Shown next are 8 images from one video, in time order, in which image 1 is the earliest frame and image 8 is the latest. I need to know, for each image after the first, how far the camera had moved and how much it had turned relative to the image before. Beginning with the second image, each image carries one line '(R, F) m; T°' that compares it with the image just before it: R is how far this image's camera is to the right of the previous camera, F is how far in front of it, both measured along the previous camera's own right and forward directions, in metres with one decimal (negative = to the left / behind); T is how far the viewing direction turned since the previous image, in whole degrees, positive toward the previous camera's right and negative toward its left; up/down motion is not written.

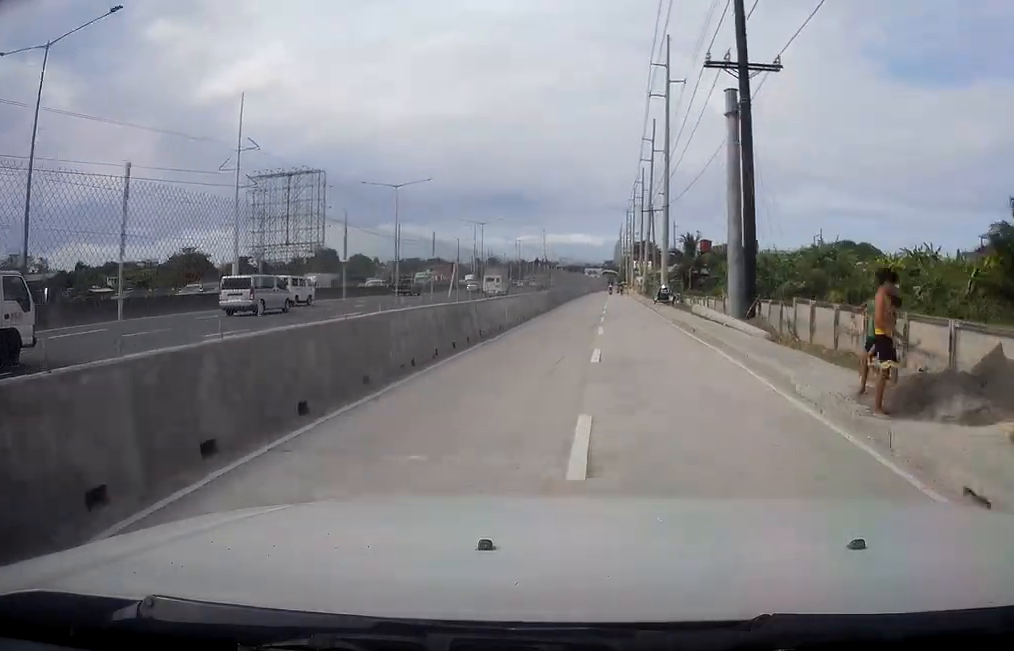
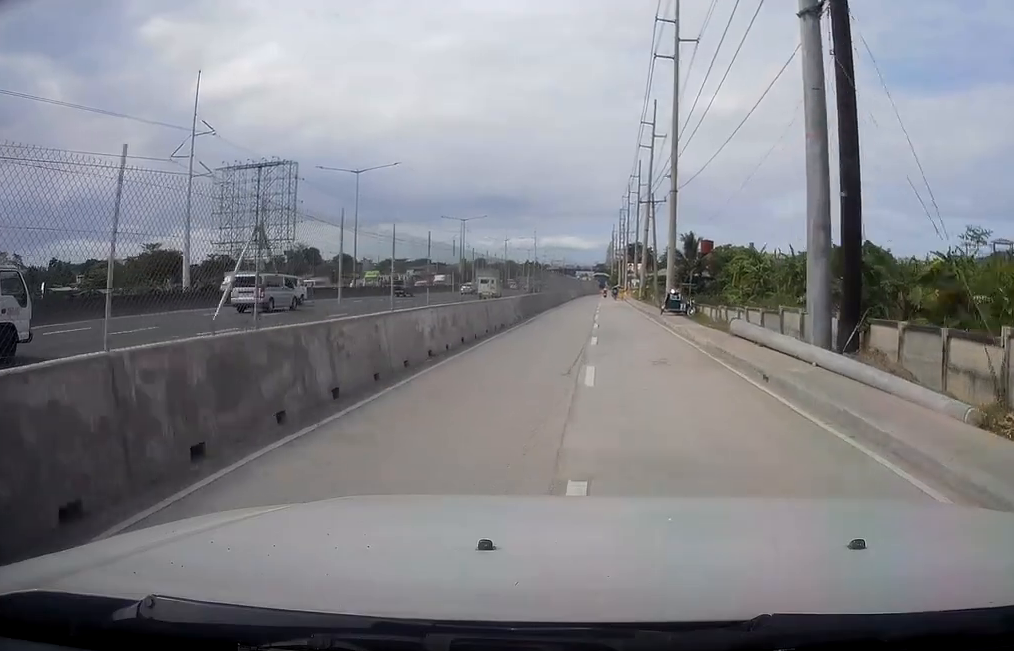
(-0.6, +12.0) m; -2°
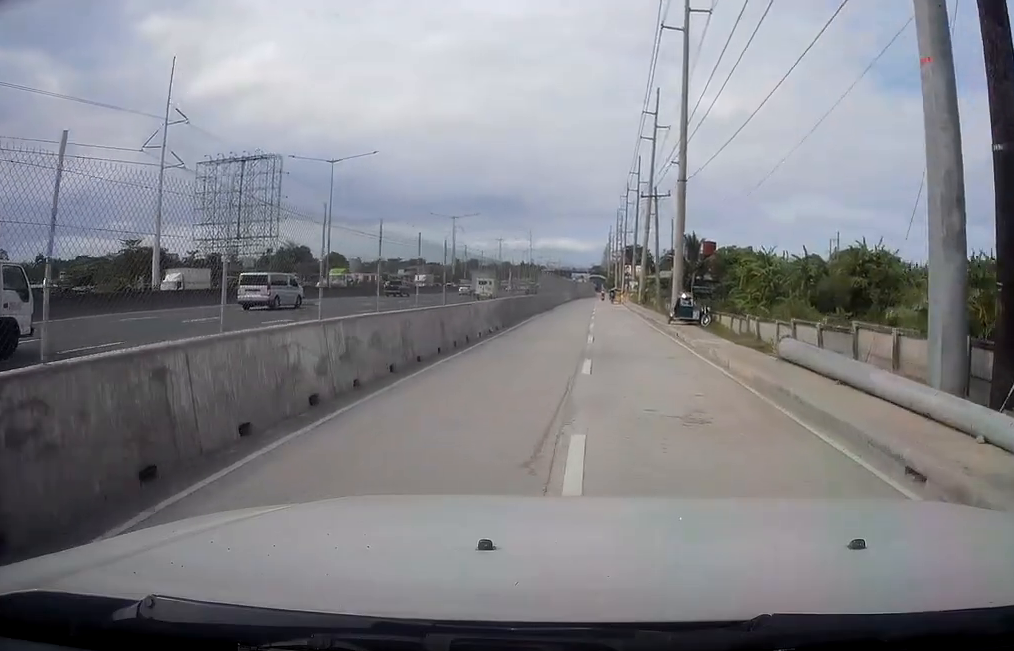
(-0.1, +6.8) m; -1°
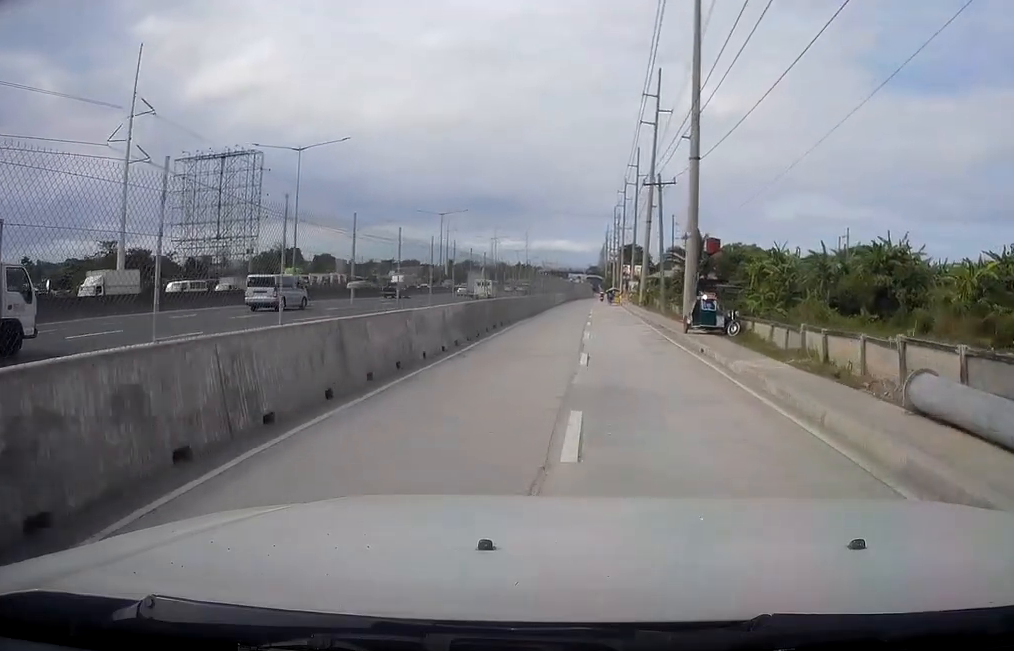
(0.0, +7.3) m; 0°
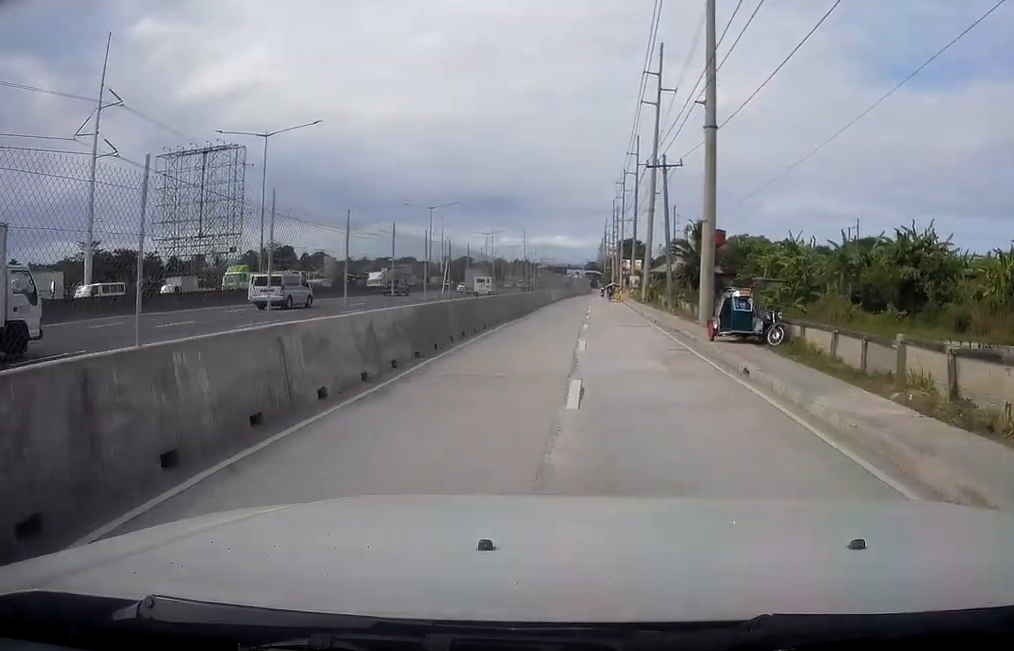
(0.0, +6.2) m; 0°
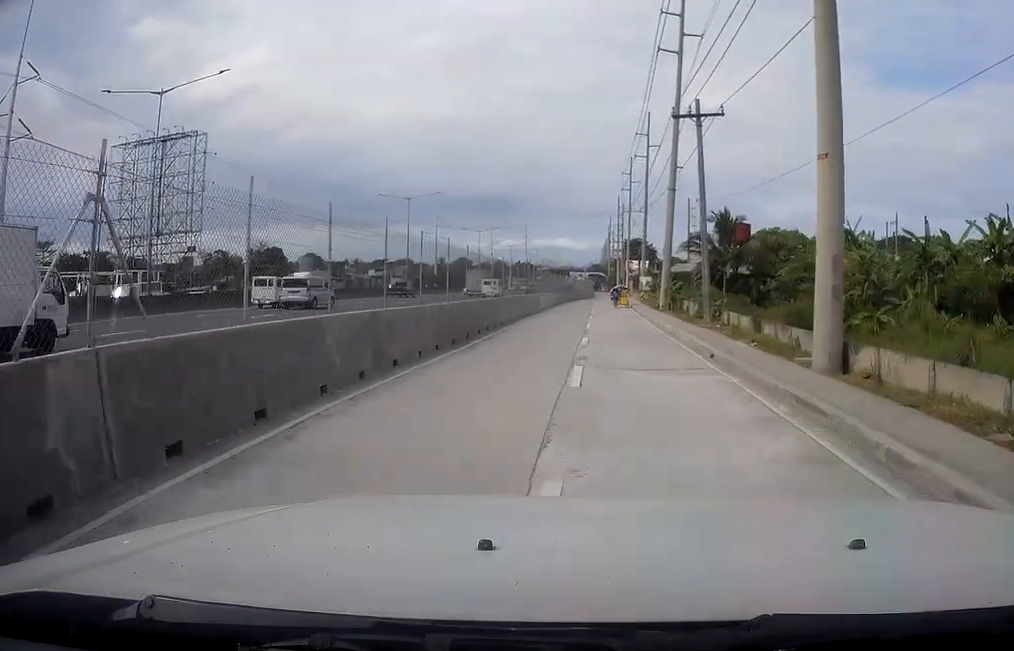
(0.0, +16.0) m; 0°
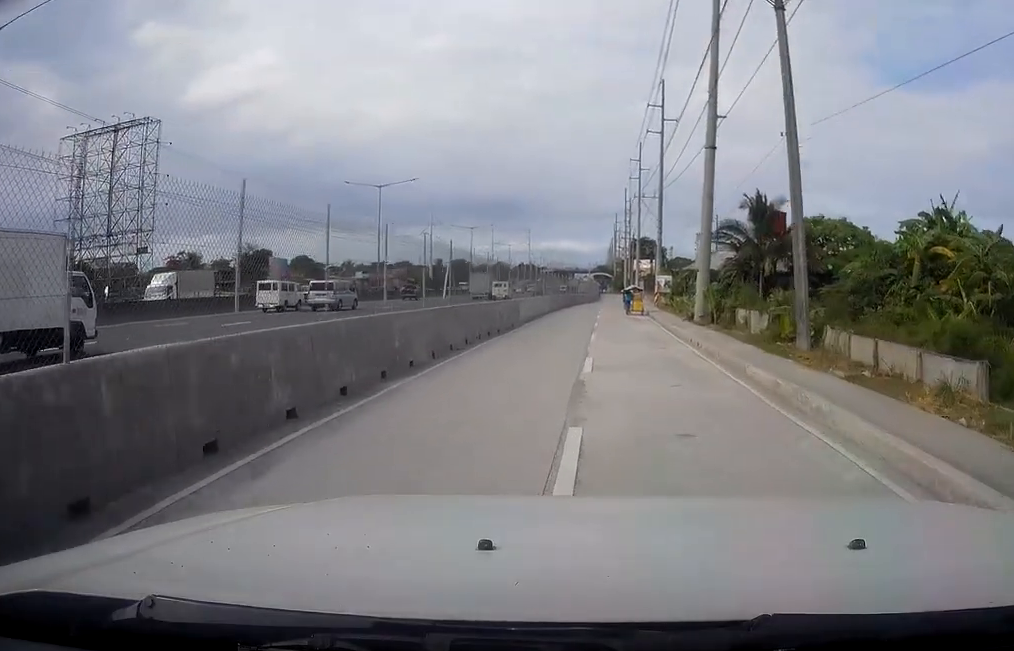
(-0.1, +15.4) m; 0°
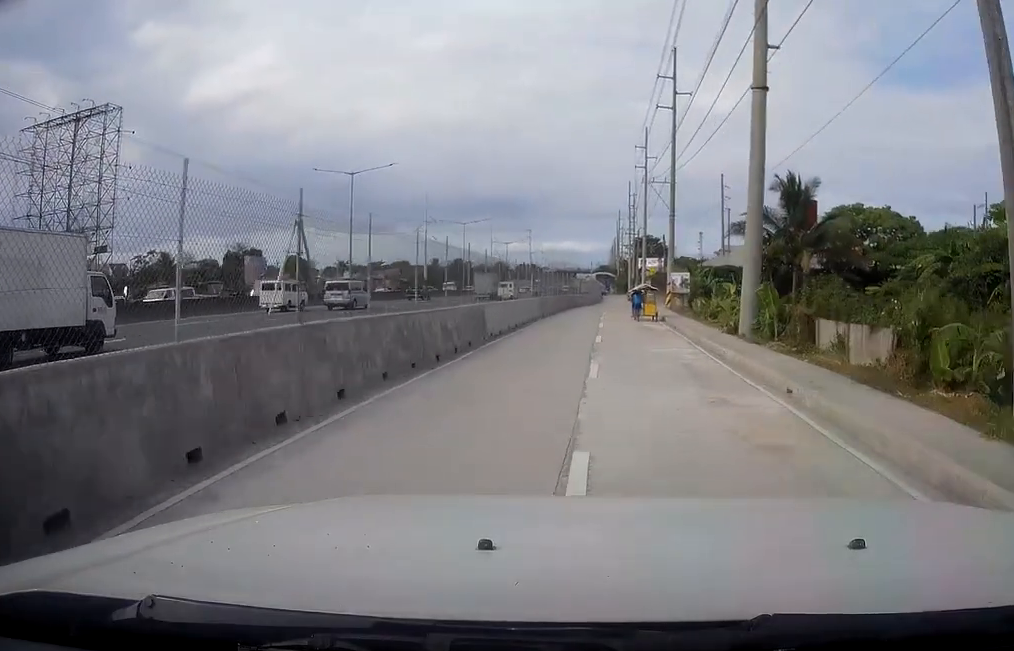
(+0.2, +10.3) m; -2°
